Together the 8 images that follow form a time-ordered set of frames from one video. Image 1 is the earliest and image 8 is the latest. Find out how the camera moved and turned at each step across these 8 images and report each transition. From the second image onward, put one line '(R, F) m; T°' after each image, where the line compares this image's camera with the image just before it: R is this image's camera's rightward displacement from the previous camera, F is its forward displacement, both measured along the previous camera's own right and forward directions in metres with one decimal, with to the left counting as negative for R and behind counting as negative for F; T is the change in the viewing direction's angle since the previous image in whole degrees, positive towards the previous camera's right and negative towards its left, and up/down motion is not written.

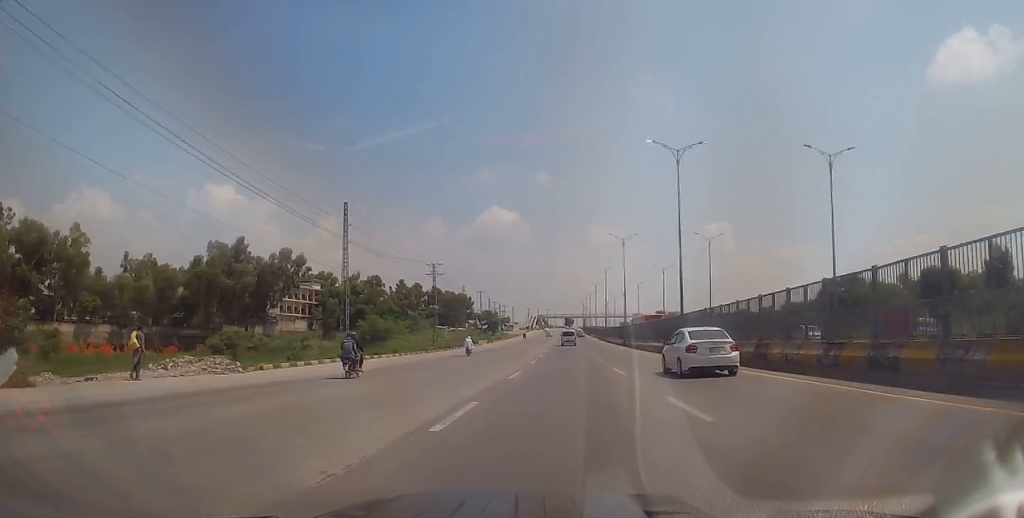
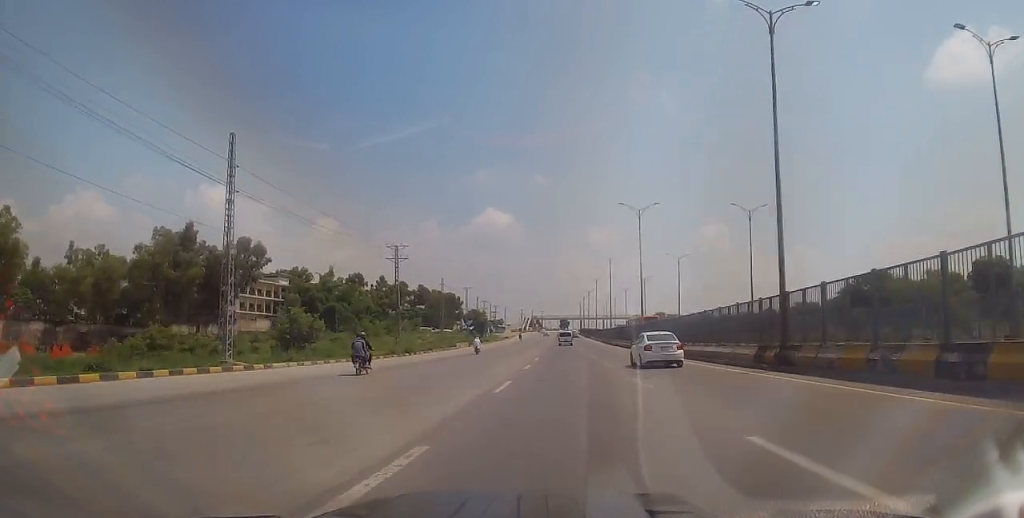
(-0.2, +17.8) m; +2°
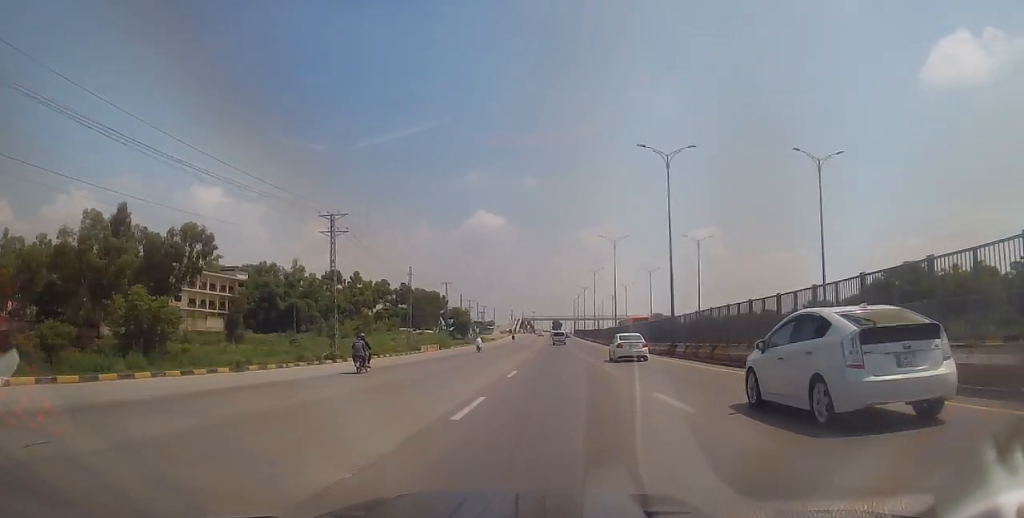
(+0.7, +17.5) m; +1°
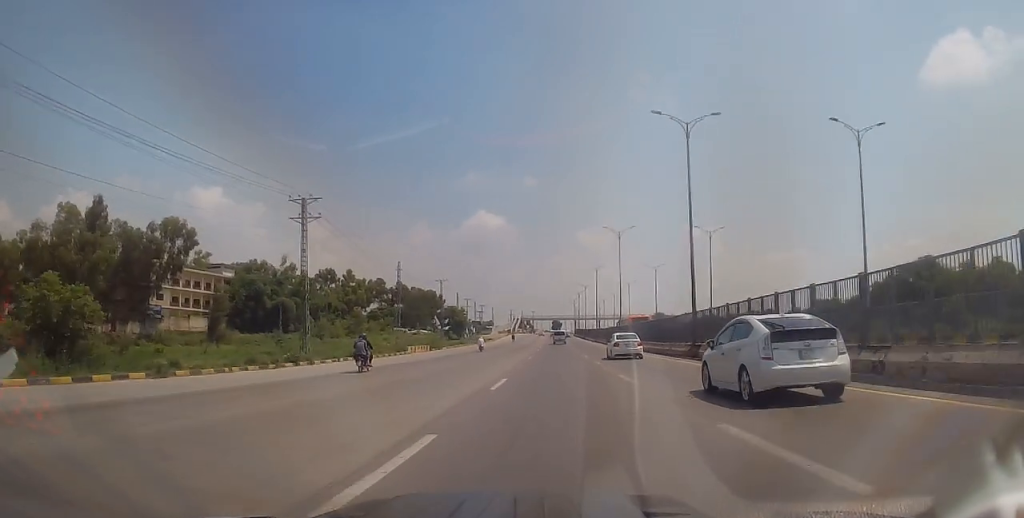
(+0.1, +5.8) m; -1°
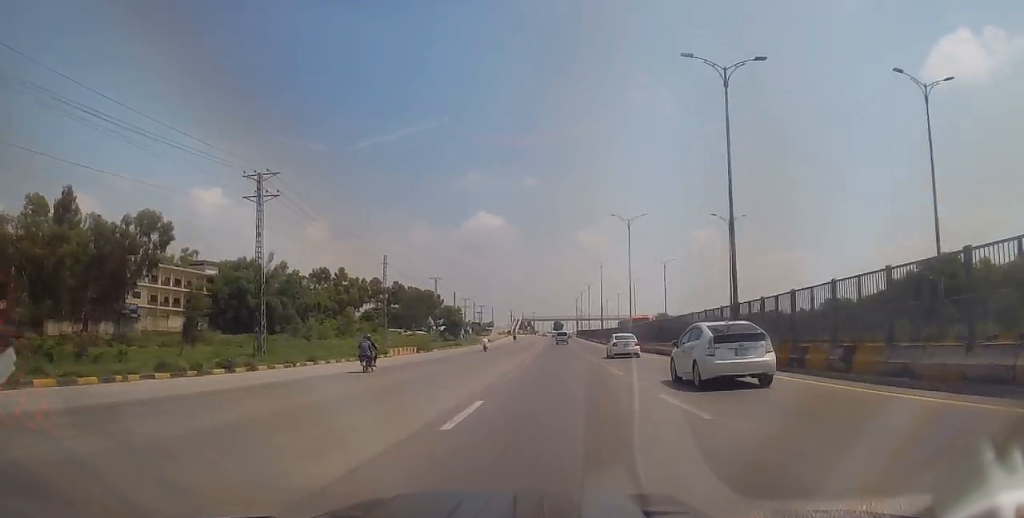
(-0.2, +7.1) m; -1°
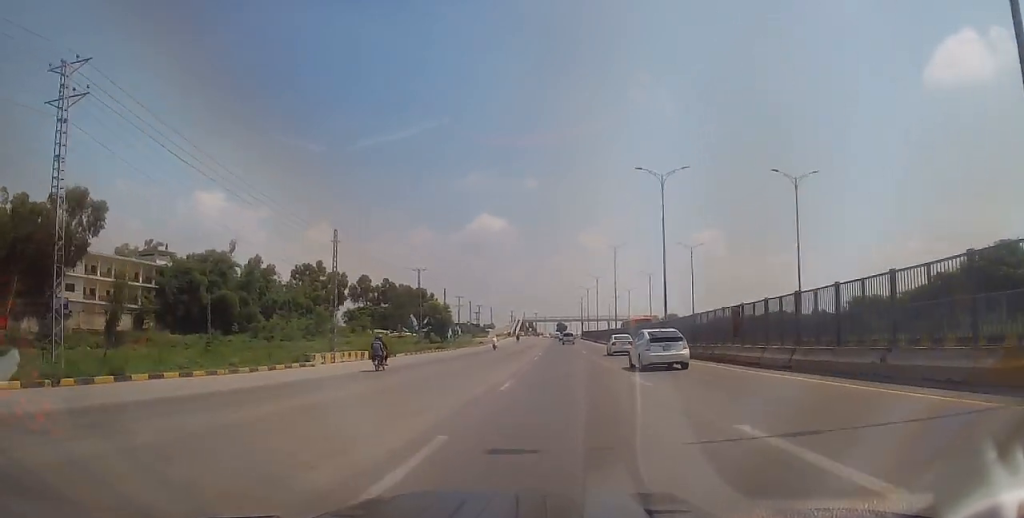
(-0.1, +16.8) m; +1°
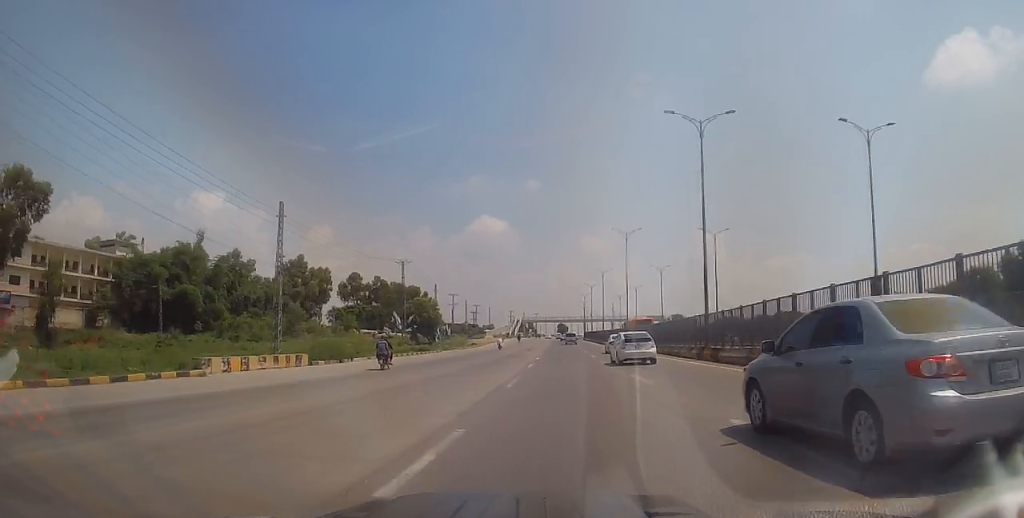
(+0.2, +11.3) m; +1°
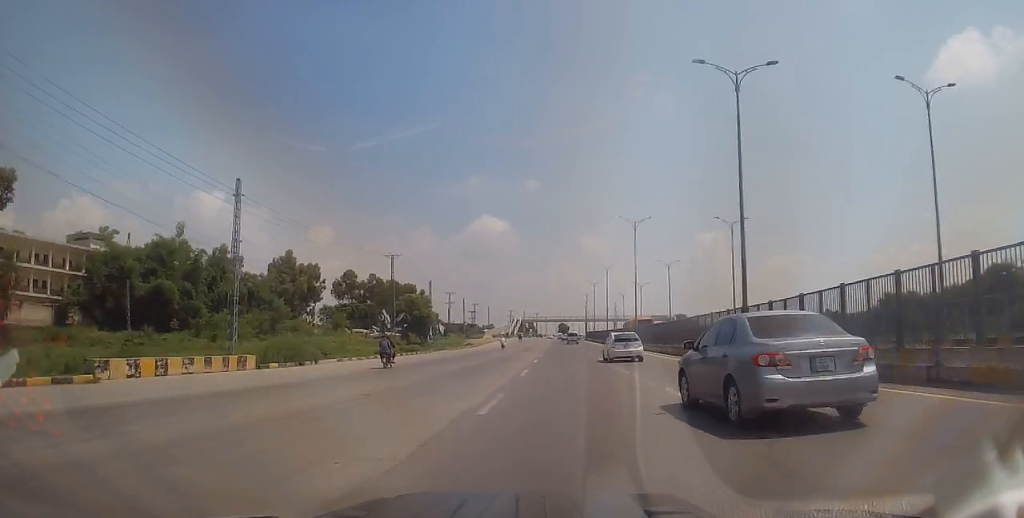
(+0.2, +6.3) m; 0°
